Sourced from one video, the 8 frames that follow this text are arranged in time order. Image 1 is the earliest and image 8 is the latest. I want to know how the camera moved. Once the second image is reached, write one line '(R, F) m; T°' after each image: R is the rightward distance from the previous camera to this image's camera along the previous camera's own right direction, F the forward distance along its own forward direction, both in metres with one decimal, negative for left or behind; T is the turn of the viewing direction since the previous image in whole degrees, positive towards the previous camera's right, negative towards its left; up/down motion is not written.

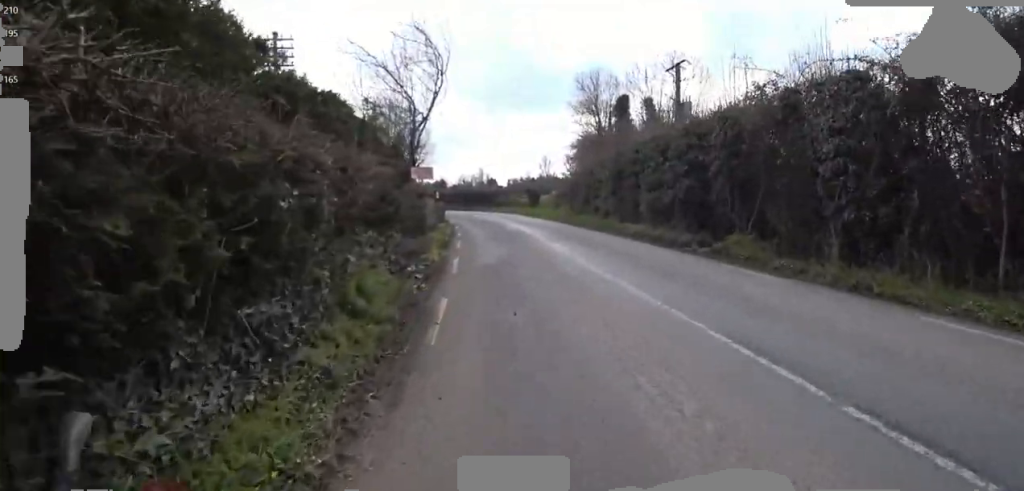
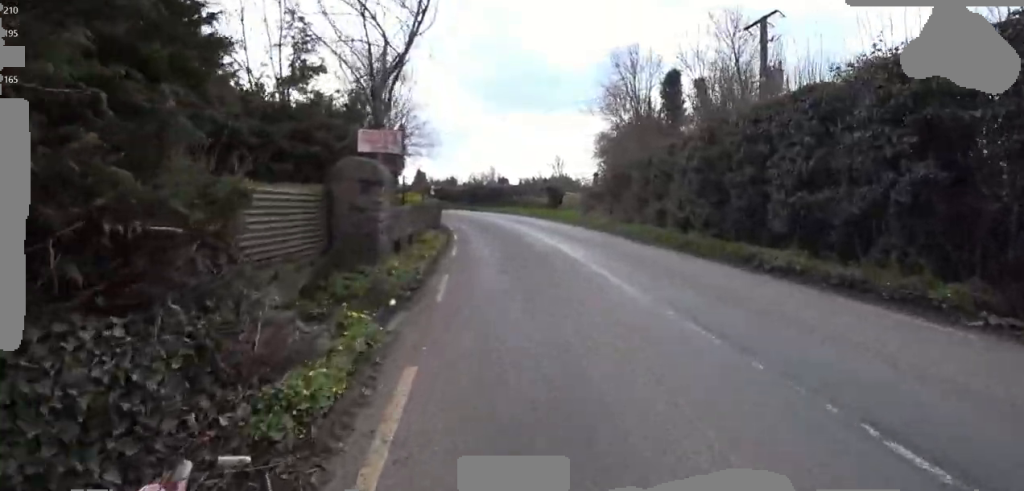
(-0.2, +5.9) m; -3°
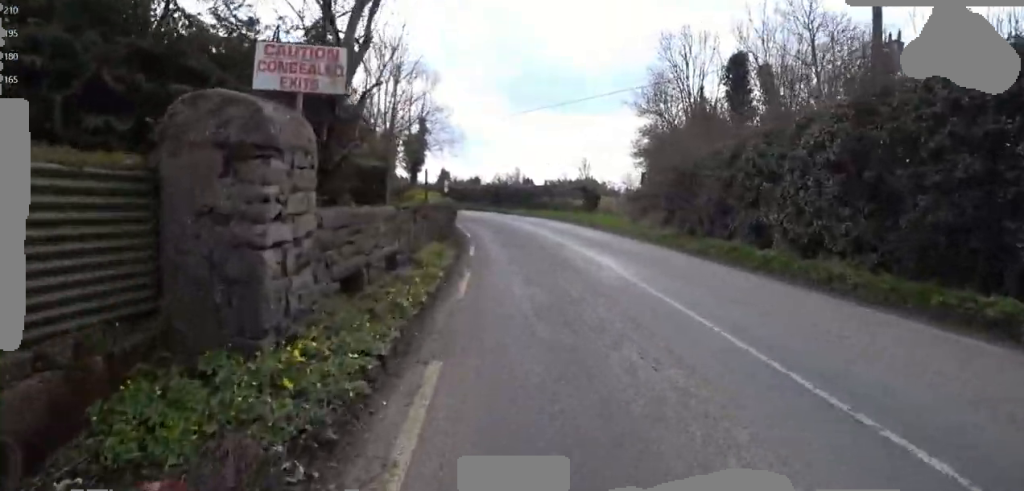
(0.0, +3.6) m; 0°
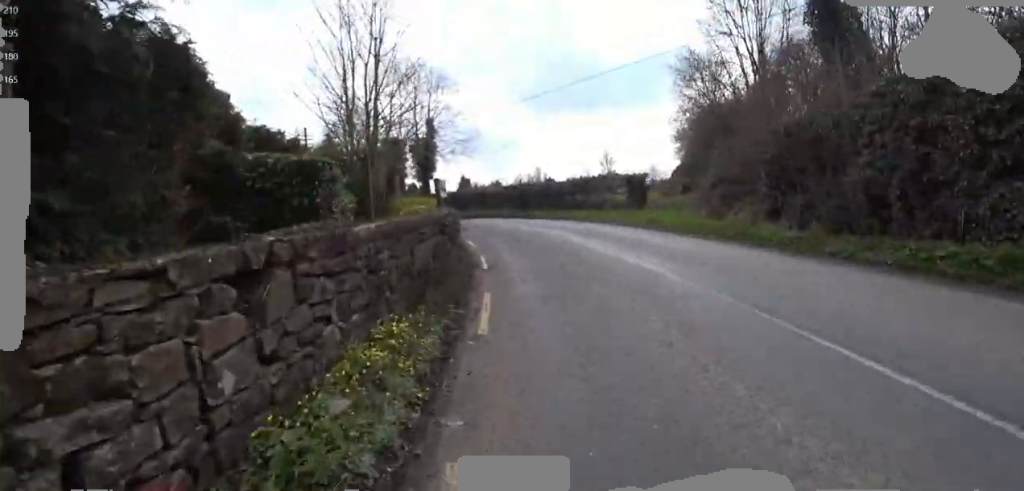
(0.0, +4.8) m; +1°
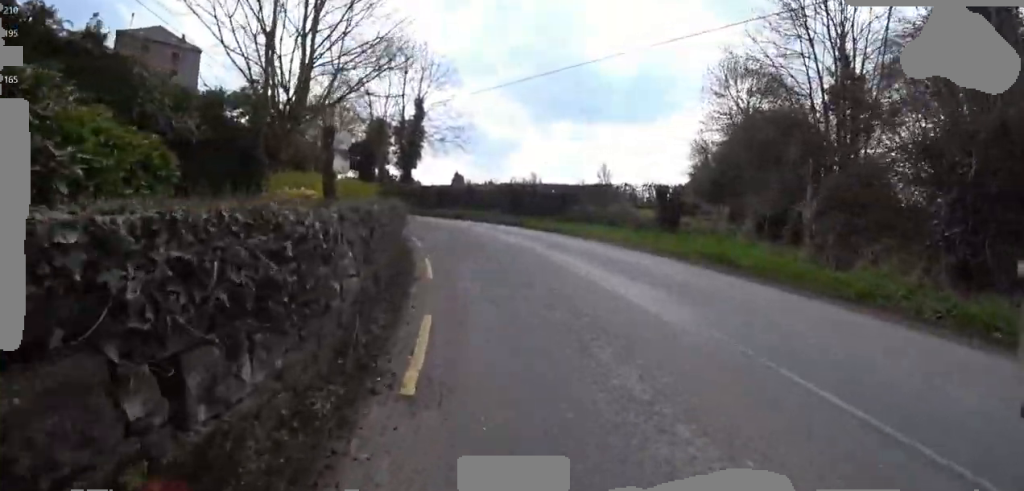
(+0.1, +5.2) m; -3°
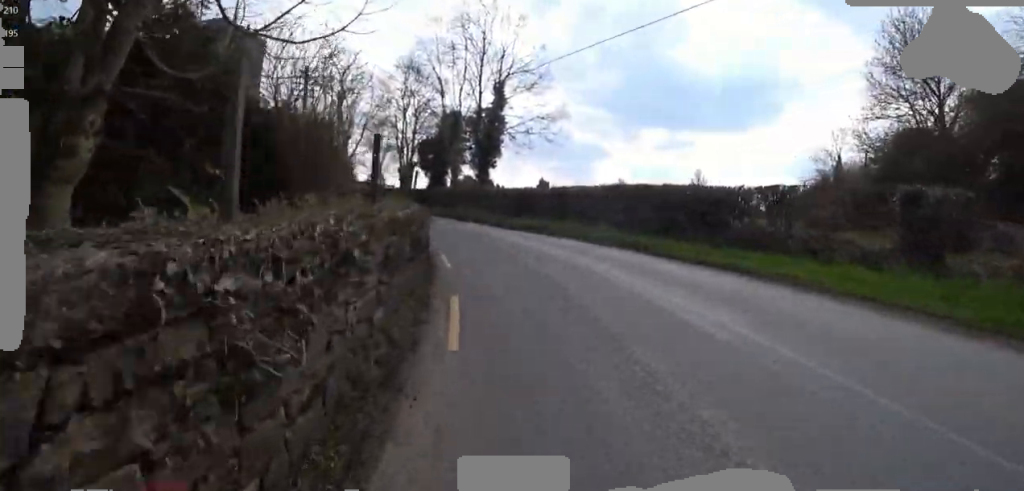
(-0.4, +7.0) m; -7°
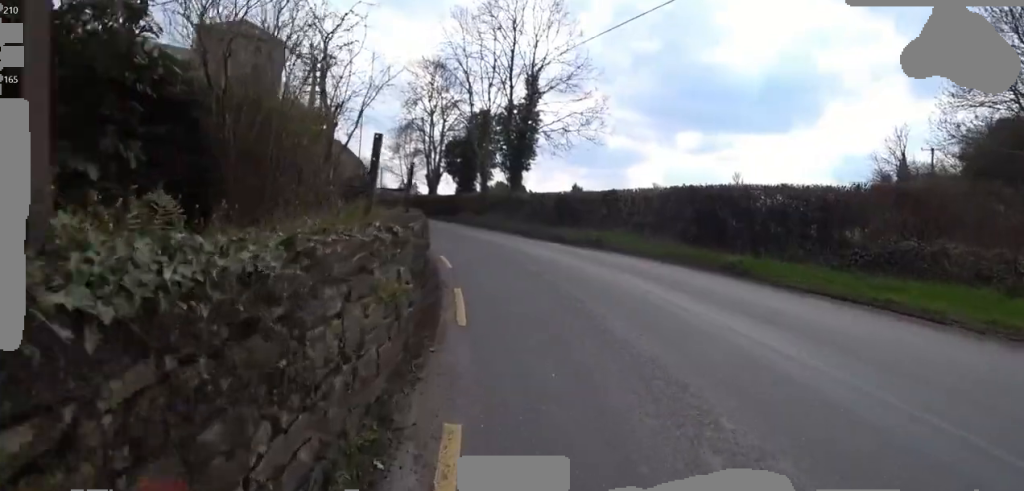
(+0.2, +3.0) m; -5°
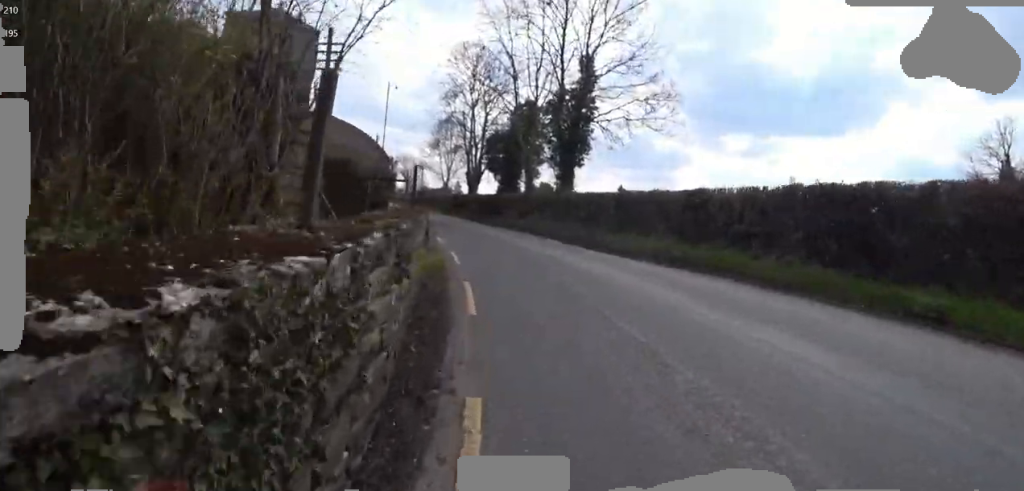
(-0.6, +3.4) m; -7°
